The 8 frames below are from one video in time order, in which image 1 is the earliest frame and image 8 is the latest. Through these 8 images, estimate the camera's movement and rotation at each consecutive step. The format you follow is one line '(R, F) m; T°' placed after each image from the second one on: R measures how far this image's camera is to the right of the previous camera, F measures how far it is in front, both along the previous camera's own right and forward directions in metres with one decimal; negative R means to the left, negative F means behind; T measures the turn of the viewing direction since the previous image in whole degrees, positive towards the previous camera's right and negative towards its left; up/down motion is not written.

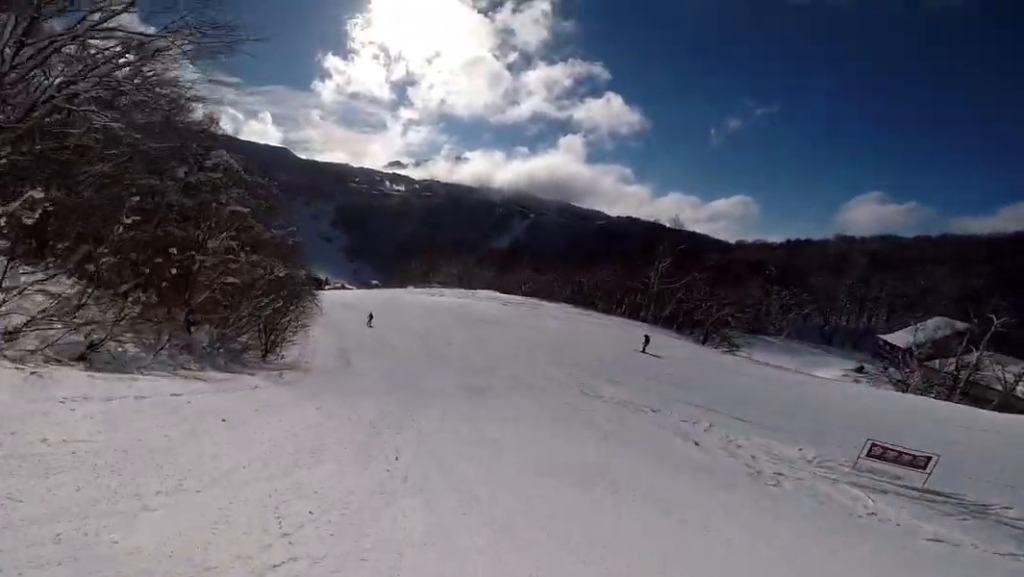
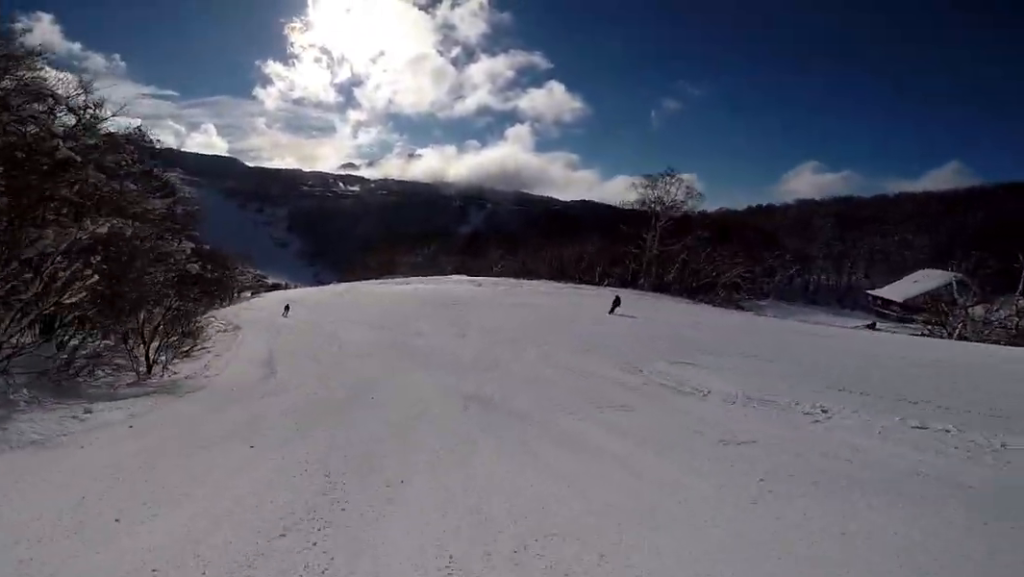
(-0.5, +10.4) m; -3°
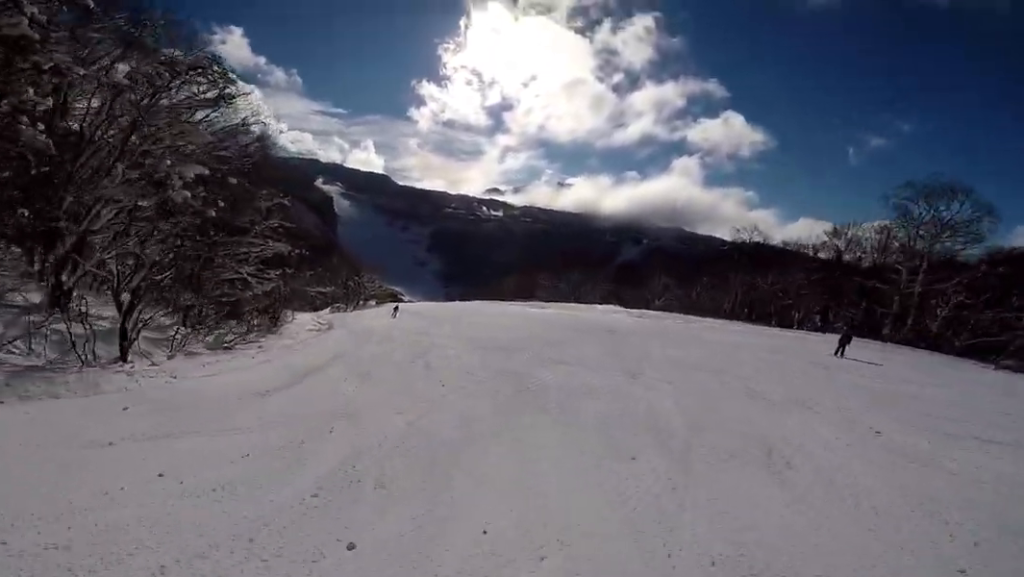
(0.0, +9.3) m; -3°
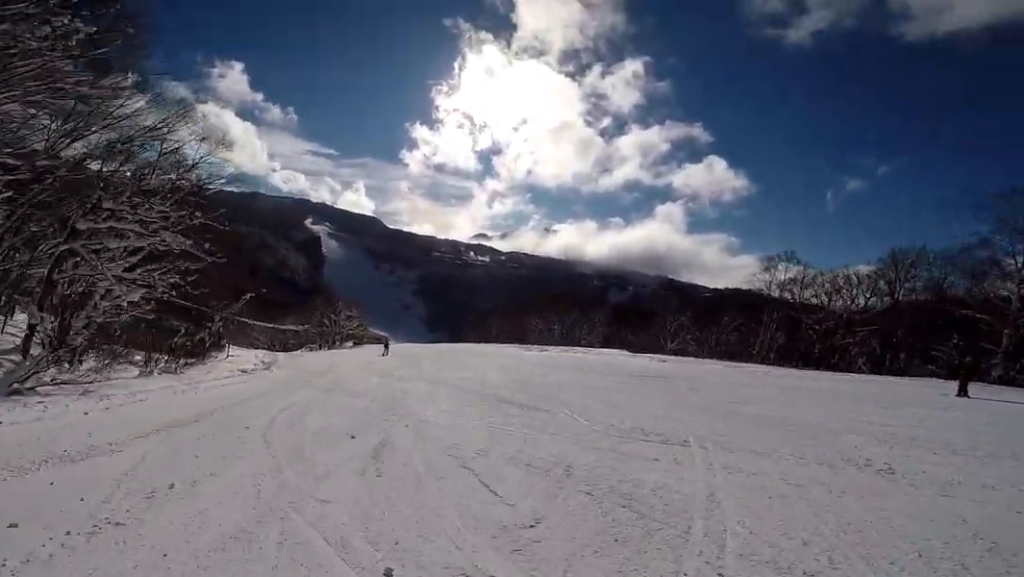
(-0.1, +9.4) m; -6°
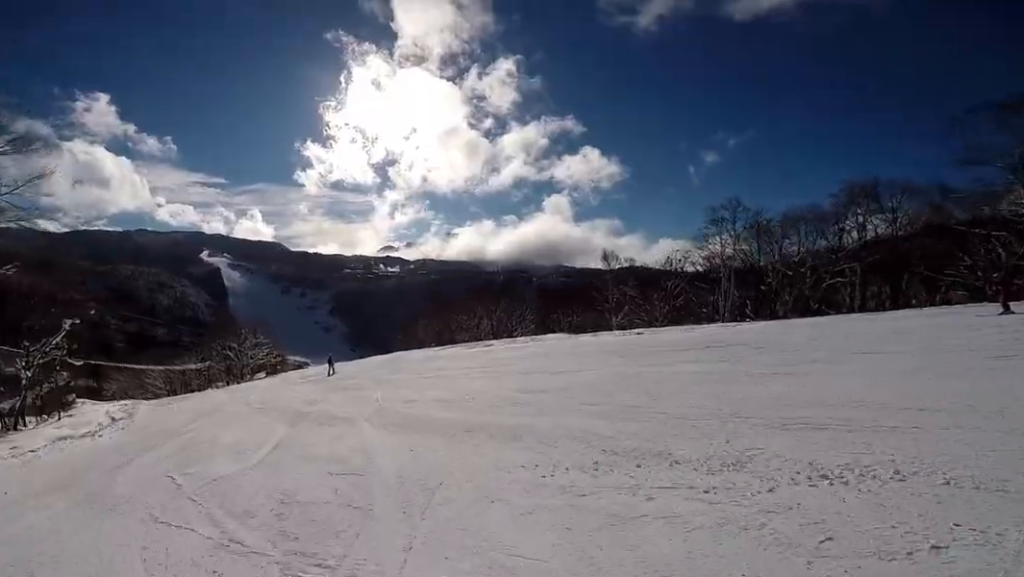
(-1.2, +9.0) m; 0°
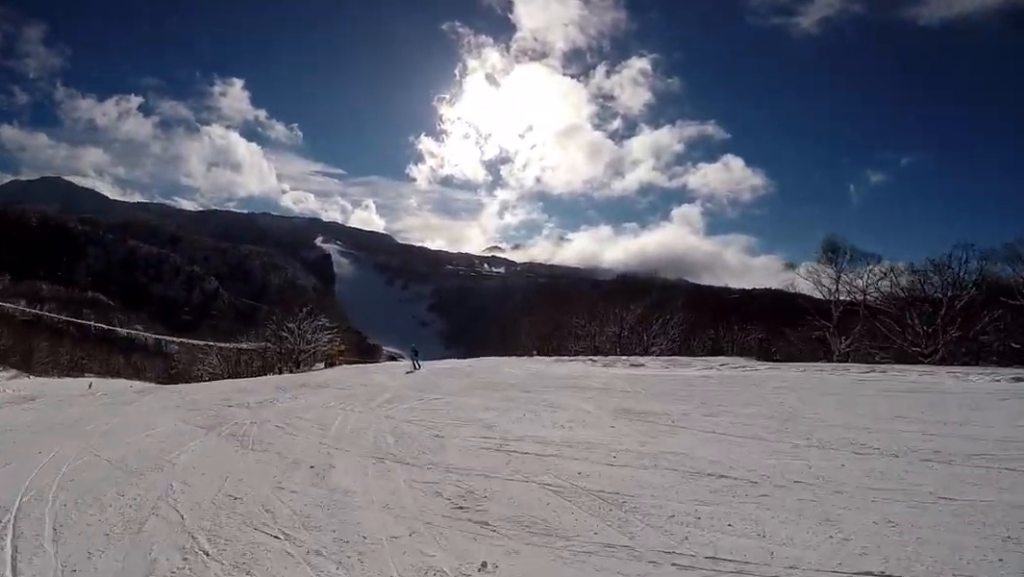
(+2.3, +17.0) m; +4°
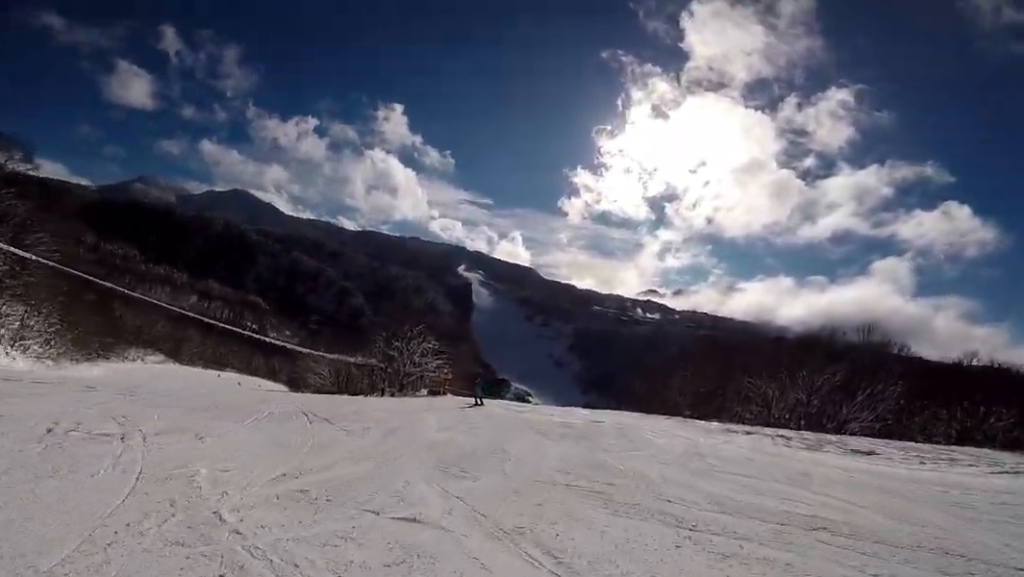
(-0.6, +7.8) m; -14°
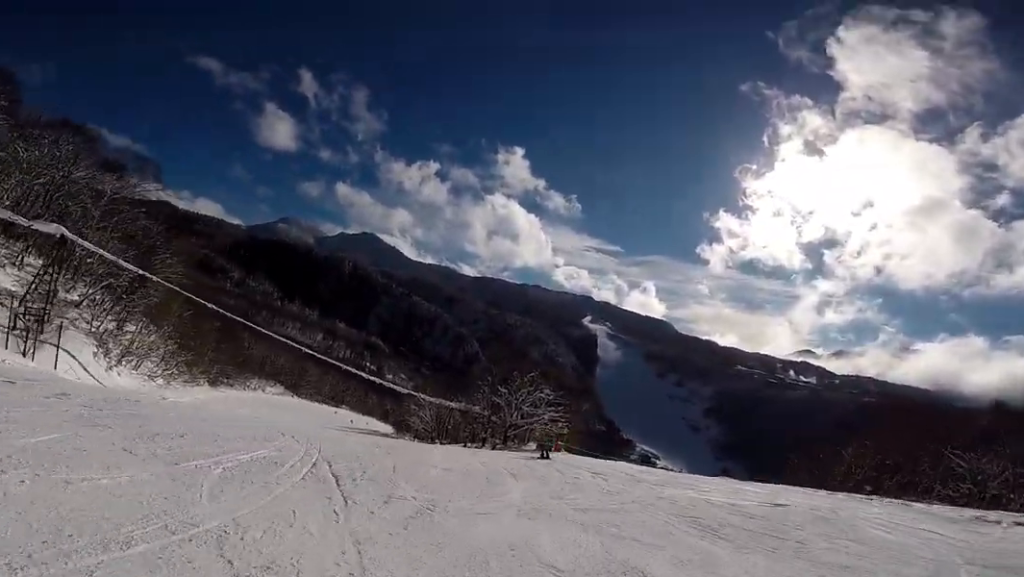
(-0.5, +5.3) m; -17°
